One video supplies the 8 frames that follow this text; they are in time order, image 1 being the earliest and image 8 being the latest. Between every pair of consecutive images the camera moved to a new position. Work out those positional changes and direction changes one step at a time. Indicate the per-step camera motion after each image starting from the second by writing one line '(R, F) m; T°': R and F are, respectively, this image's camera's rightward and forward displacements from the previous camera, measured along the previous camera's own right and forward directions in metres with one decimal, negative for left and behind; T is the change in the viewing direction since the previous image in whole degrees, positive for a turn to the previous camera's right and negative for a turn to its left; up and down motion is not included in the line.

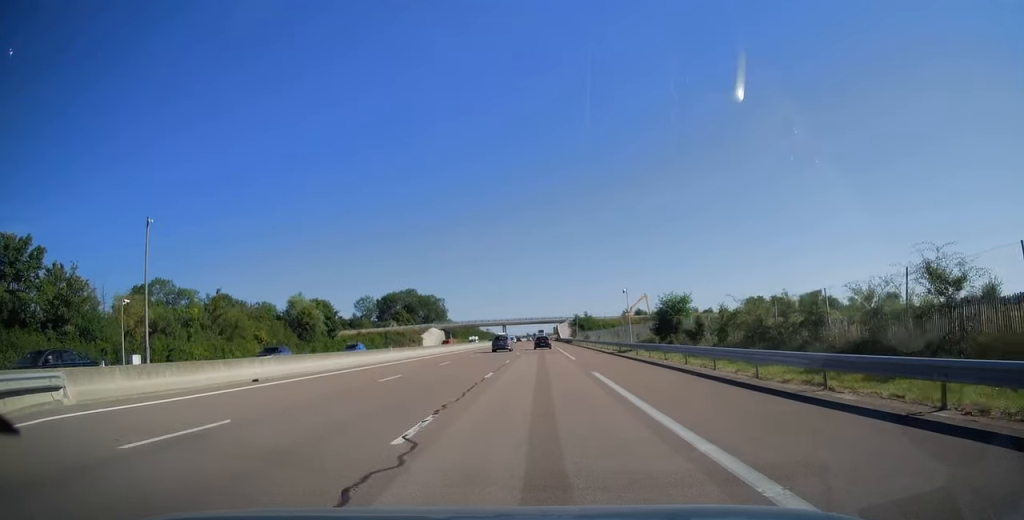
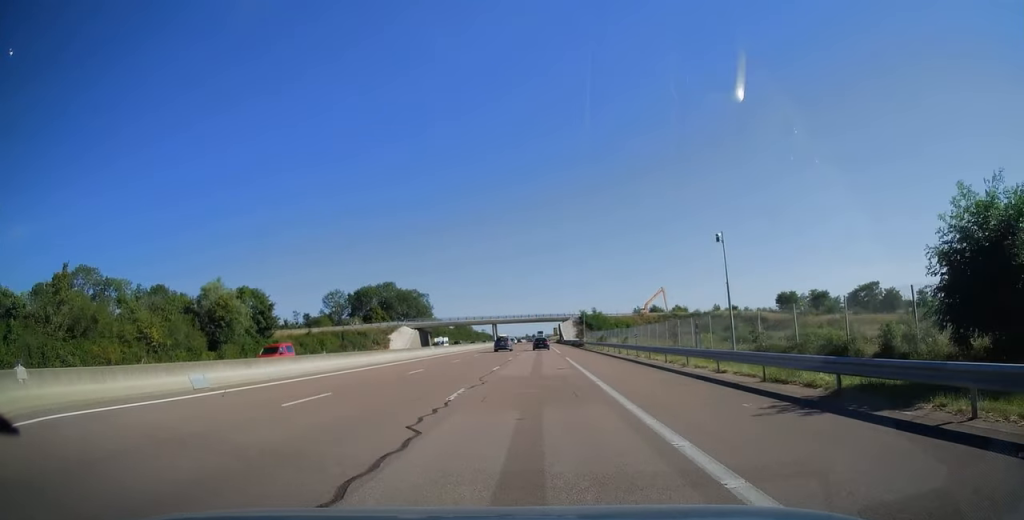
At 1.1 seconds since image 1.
(+0.1, +32.9) m; 0°
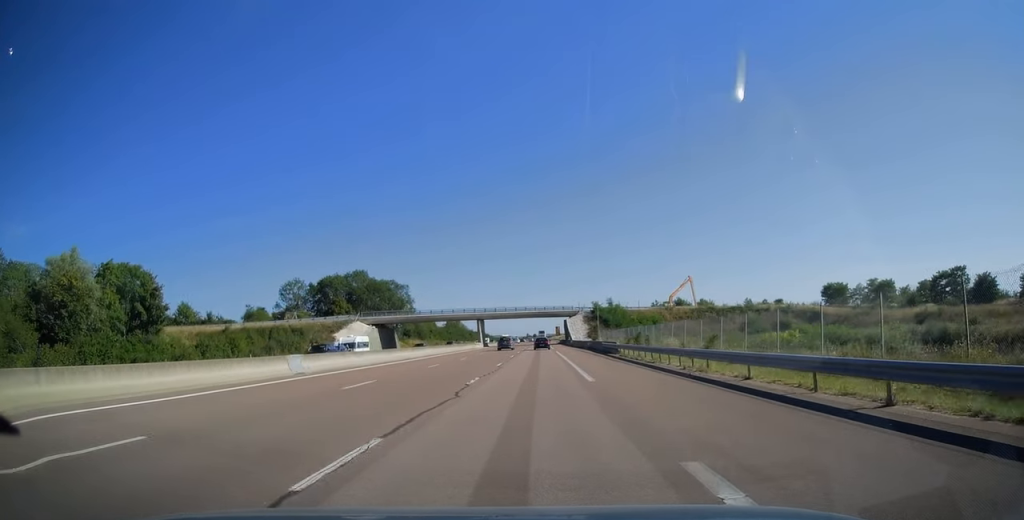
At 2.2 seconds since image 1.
(-0.1, +34.0) m; 0°
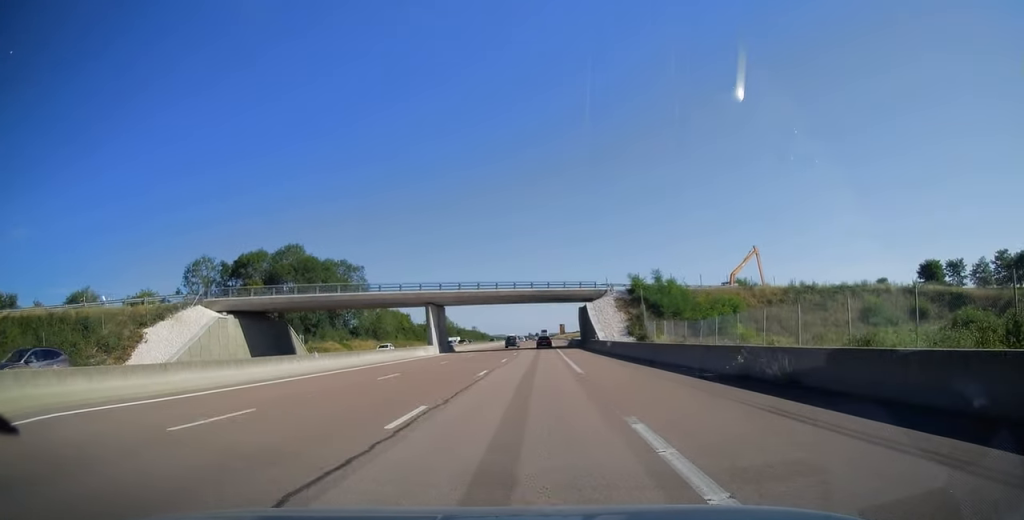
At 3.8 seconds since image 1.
(0.0, +47.8) m; 0°
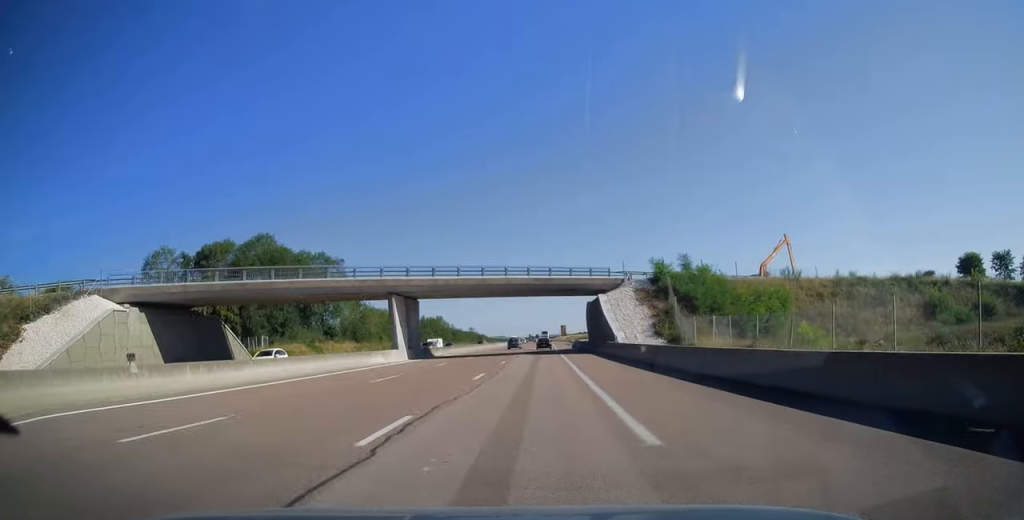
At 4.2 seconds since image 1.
(0.0, +14.2) m; 0°
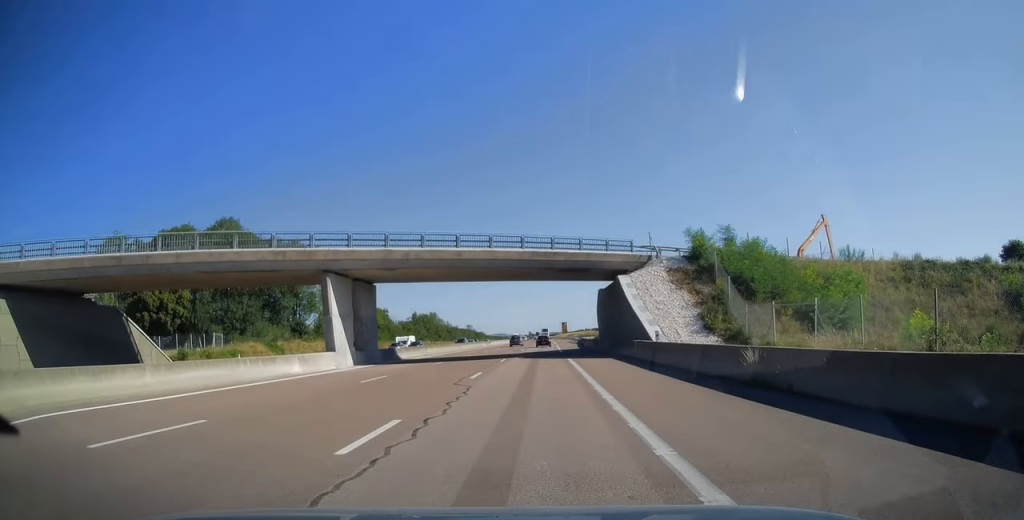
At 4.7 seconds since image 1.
(0.0, +13.7) m; 0°
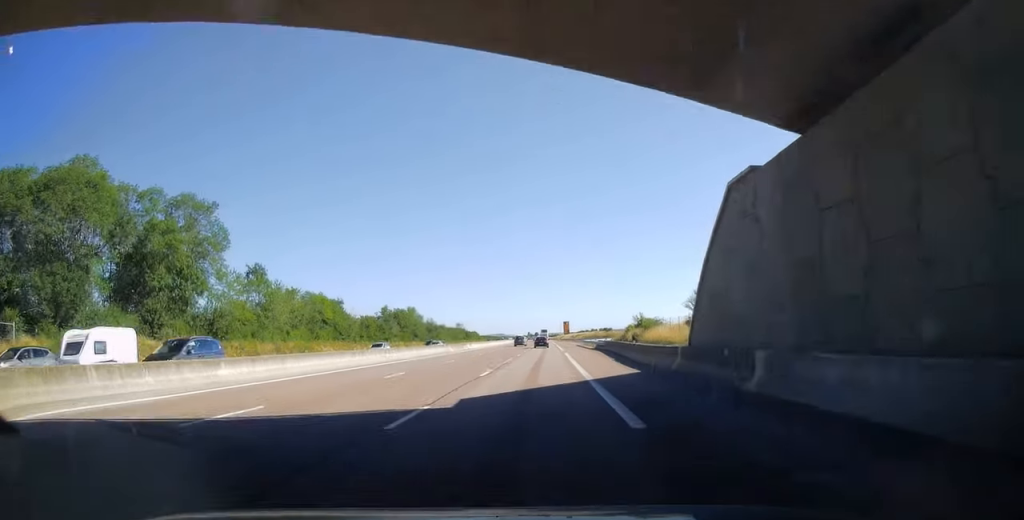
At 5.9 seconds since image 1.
(-0.1, +36.4) m; 0°
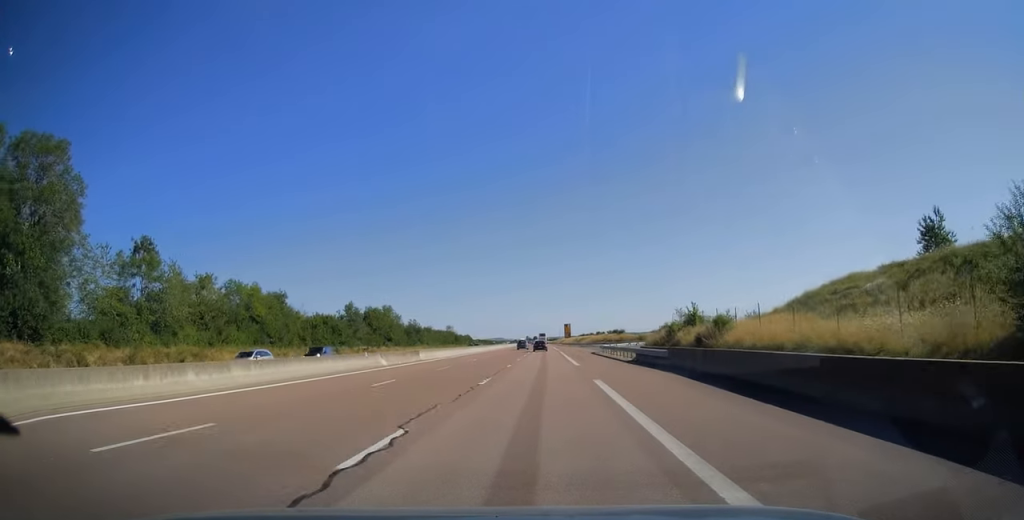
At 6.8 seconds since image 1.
(+0.2, +28.2) m; 0°
